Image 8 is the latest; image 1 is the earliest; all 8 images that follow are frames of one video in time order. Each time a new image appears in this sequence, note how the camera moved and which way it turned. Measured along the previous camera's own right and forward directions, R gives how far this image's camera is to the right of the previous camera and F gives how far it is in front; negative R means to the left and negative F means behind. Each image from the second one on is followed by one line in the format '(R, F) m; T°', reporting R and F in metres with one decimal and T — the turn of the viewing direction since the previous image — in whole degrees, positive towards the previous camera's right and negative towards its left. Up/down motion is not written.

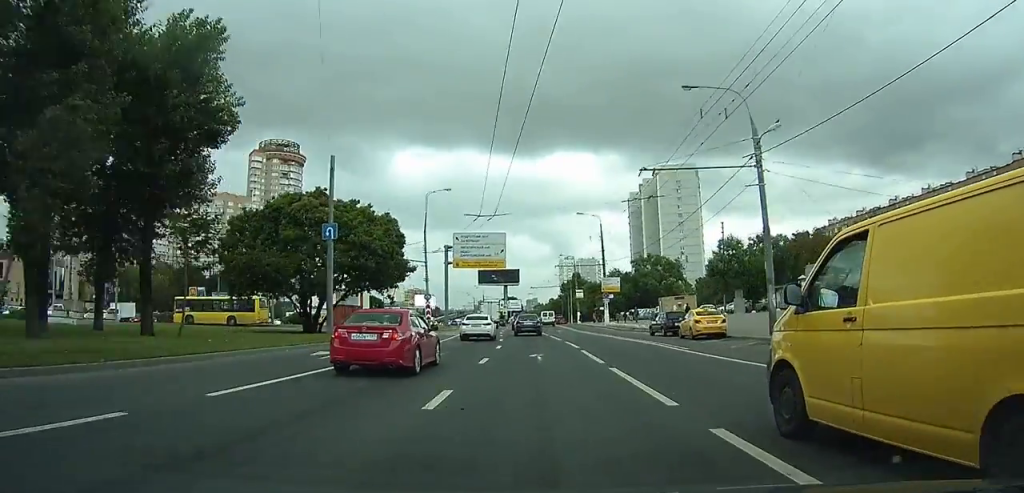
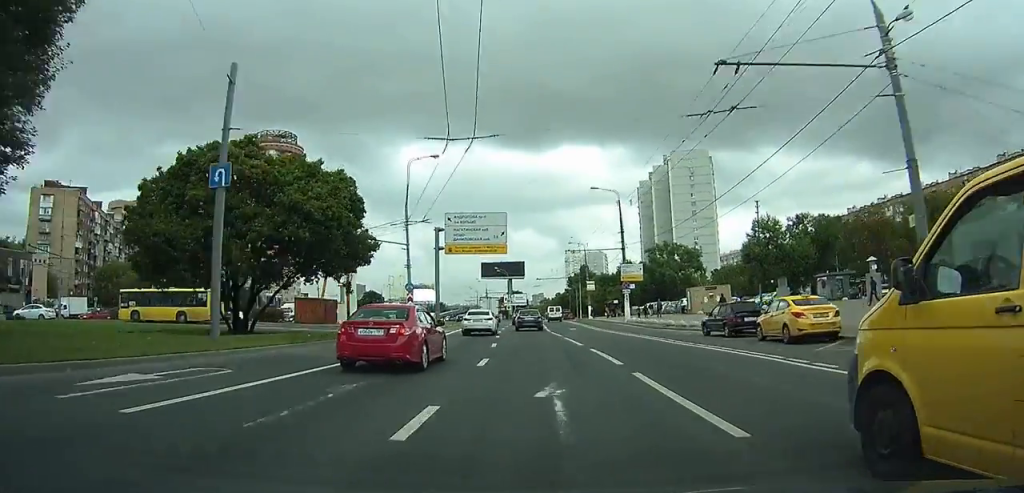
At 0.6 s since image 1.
(-0.1, +10.6) m; -1°
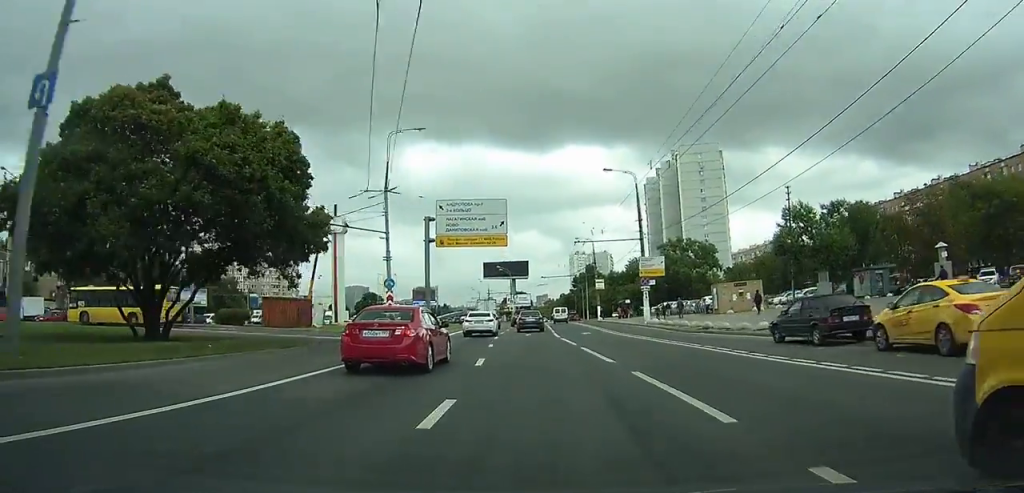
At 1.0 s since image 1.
(-0.1, +7.6) m; 0°
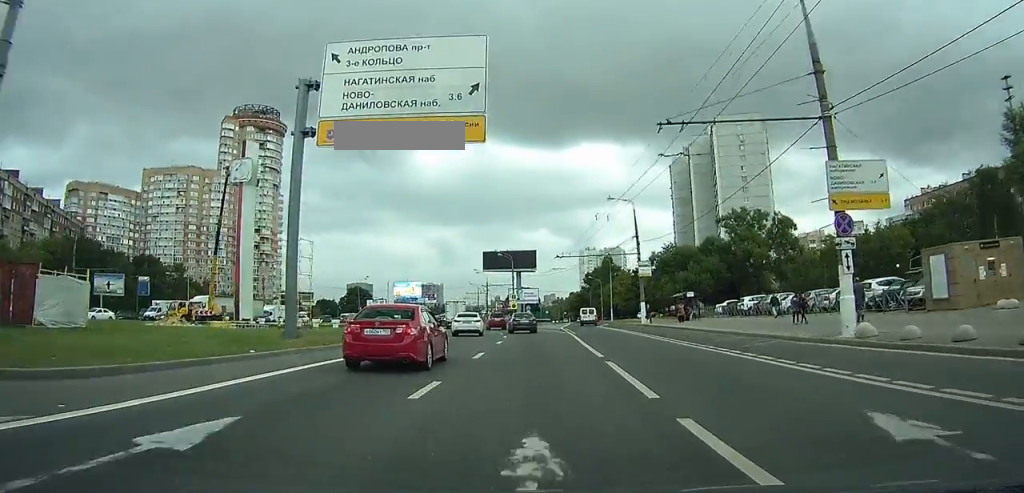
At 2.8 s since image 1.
(-0.2, +30.7) m; 0°
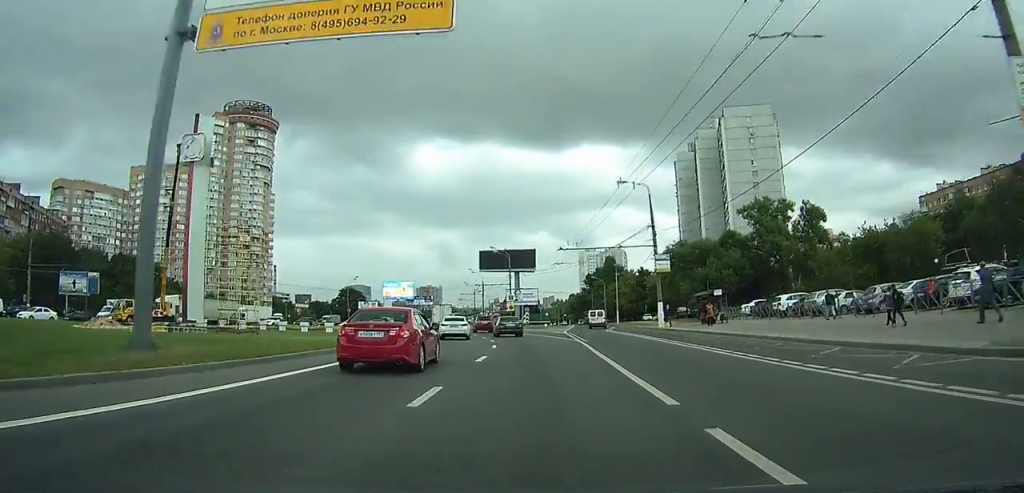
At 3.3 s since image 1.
(0.0, +8.6) m; 0°
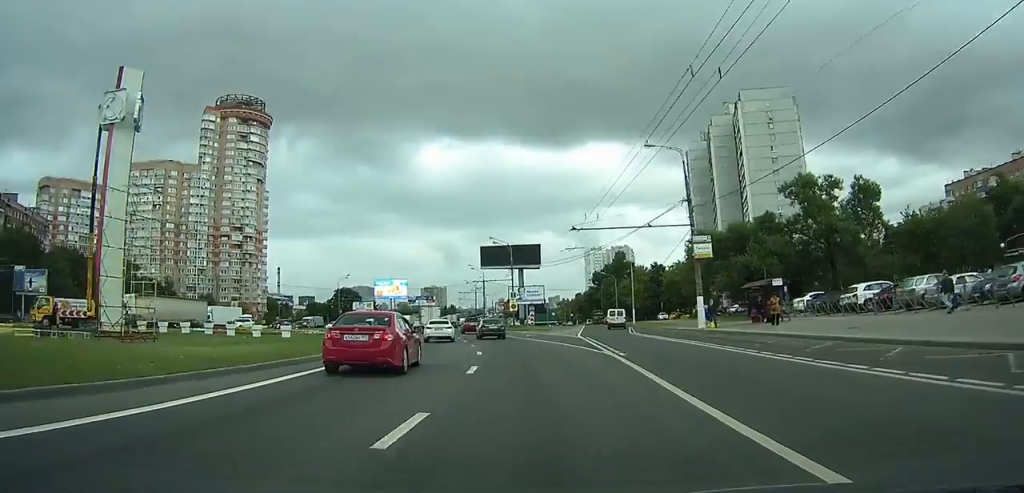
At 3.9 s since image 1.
(0.0, +10.9) m; -1°
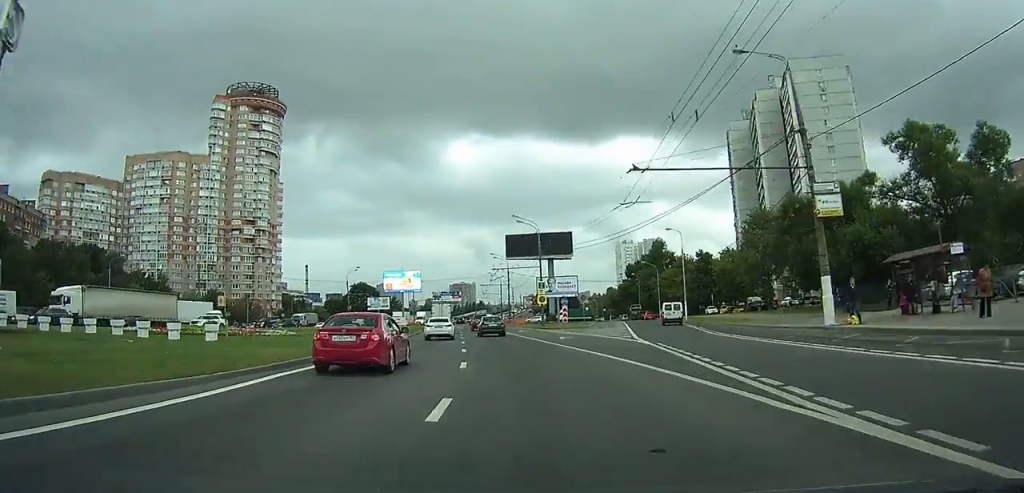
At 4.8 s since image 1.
(-0.1, +14.4) m; -2°
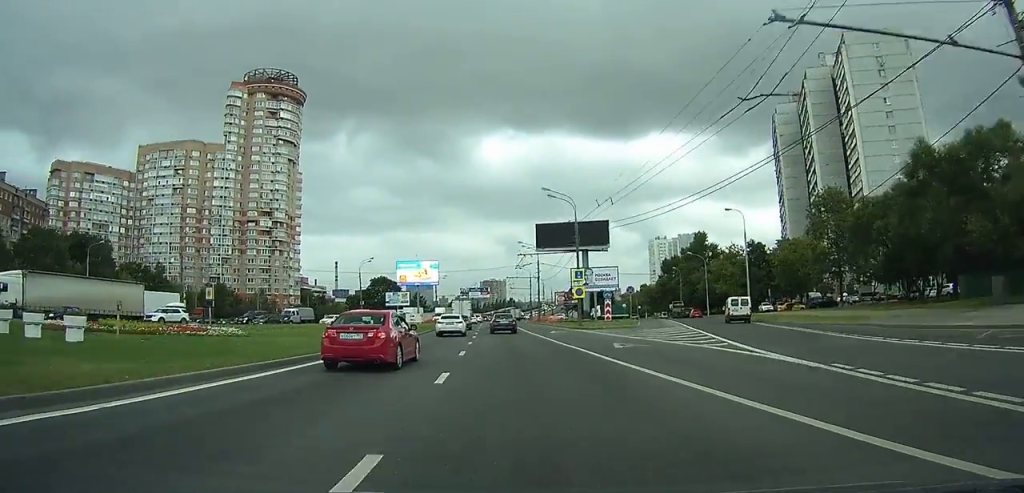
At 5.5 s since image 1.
(-0.2, +12.2) m; -3°
